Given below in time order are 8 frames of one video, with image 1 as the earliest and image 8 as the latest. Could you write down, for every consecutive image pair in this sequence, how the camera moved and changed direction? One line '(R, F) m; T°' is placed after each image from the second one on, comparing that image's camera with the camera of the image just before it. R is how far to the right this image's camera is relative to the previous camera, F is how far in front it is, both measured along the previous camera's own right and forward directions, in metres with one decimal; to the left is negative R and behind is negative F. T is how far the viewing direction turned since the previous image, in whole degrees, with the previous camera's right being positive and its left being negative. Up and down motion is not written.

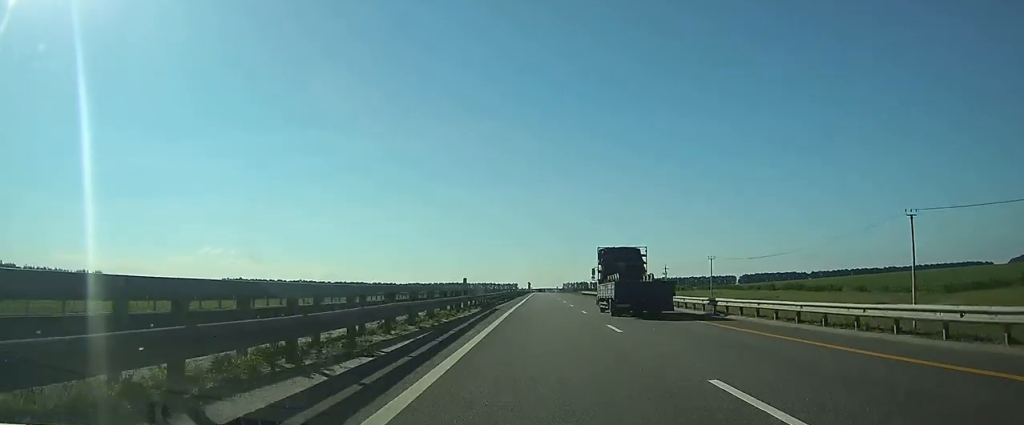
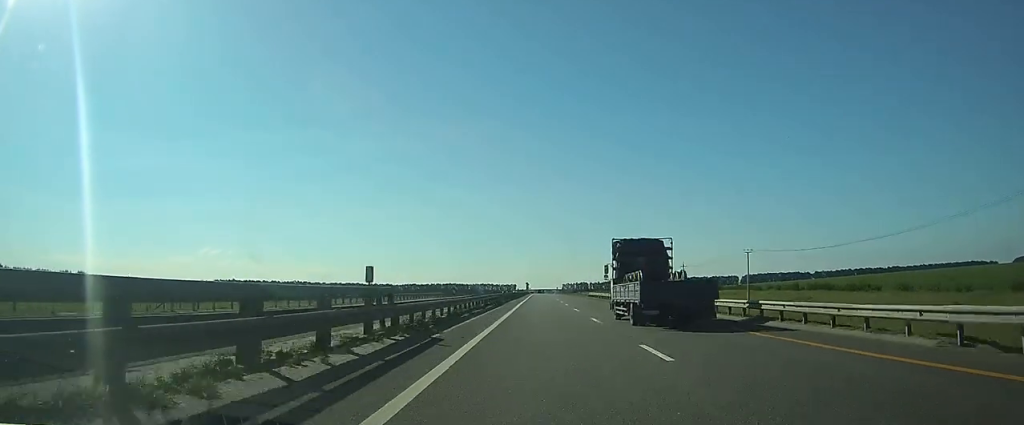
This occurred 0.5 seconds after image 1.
(0.0, +18.4) m; 0°
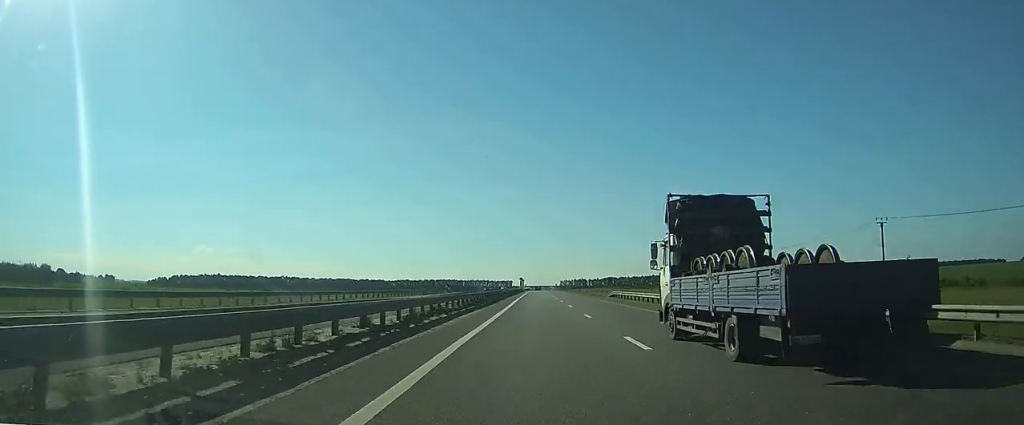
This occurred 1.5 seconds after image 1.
(+0.1, +34.6) m; 0°
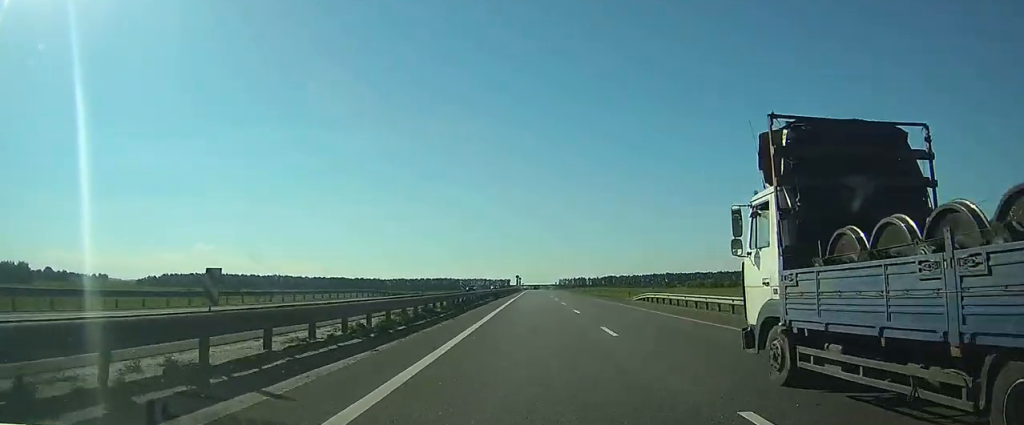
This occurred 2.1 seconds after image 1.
(0.0, +20.7) m; 0°
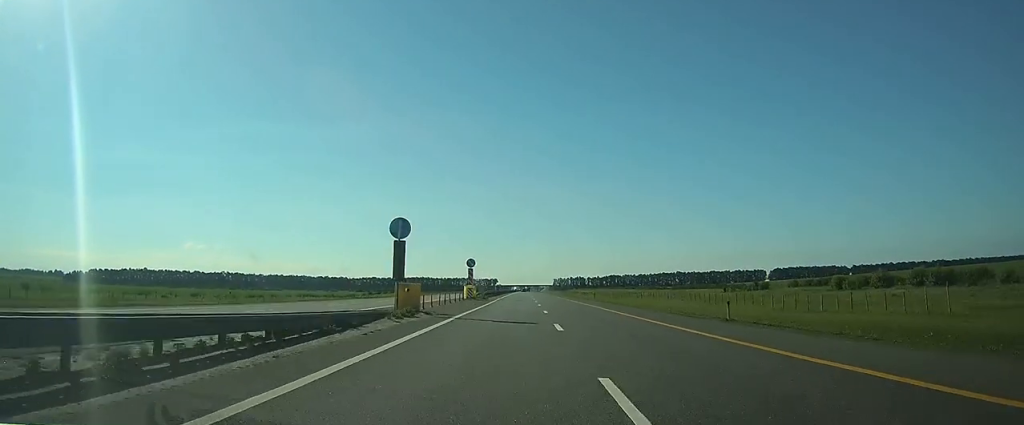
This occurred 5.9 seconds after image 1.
(+0.6, +128.6) m; +1°
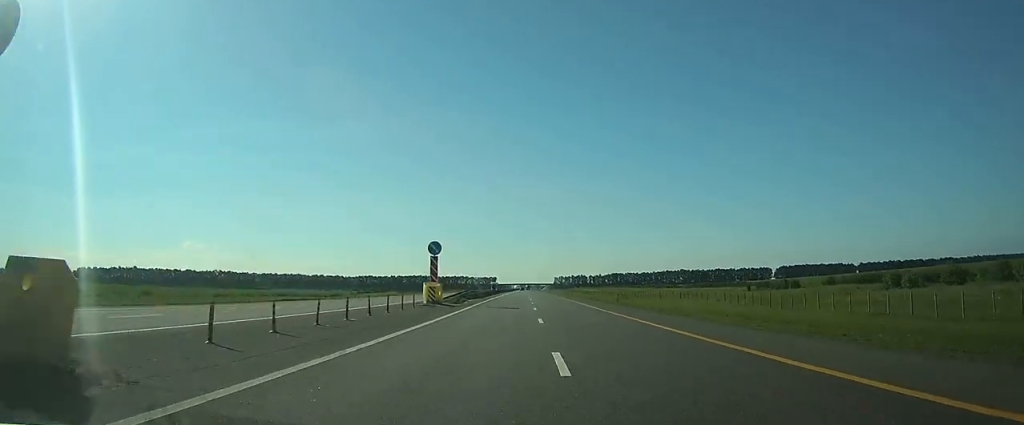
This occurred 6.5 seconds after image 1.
(+0.1, +20.6) m; 0°
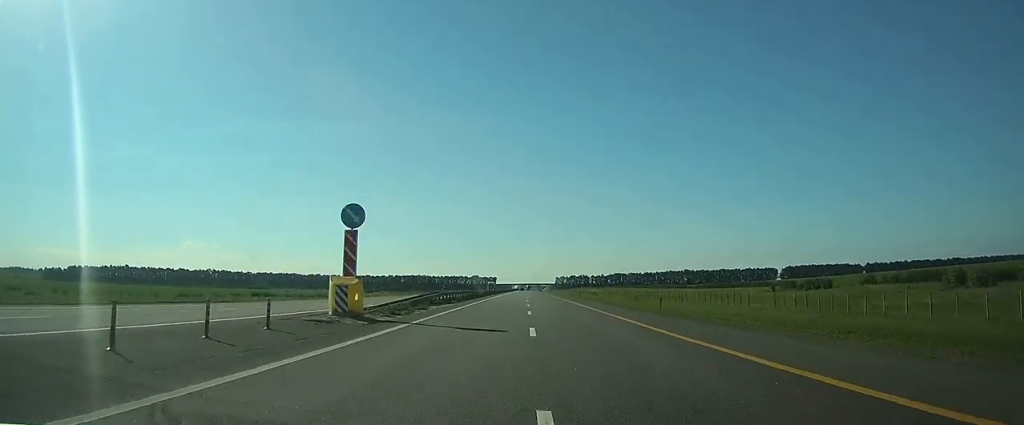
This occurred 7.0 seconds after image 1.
(+0.1, +17.1) m; 0°
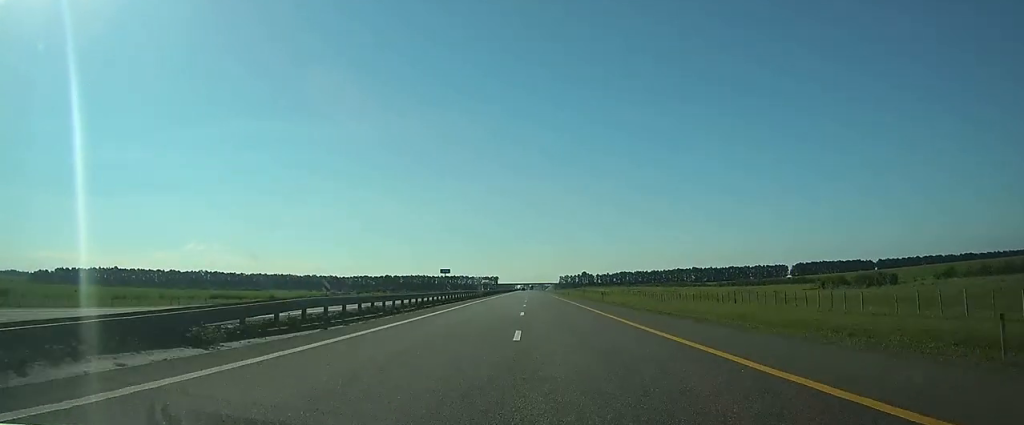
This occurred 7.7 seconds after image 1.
(+0.1, +25.1) m; 0°
